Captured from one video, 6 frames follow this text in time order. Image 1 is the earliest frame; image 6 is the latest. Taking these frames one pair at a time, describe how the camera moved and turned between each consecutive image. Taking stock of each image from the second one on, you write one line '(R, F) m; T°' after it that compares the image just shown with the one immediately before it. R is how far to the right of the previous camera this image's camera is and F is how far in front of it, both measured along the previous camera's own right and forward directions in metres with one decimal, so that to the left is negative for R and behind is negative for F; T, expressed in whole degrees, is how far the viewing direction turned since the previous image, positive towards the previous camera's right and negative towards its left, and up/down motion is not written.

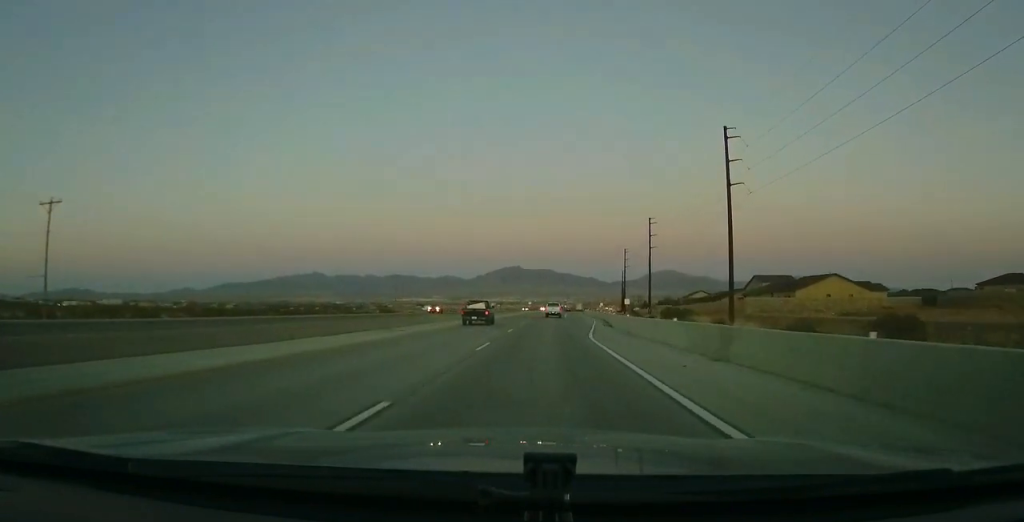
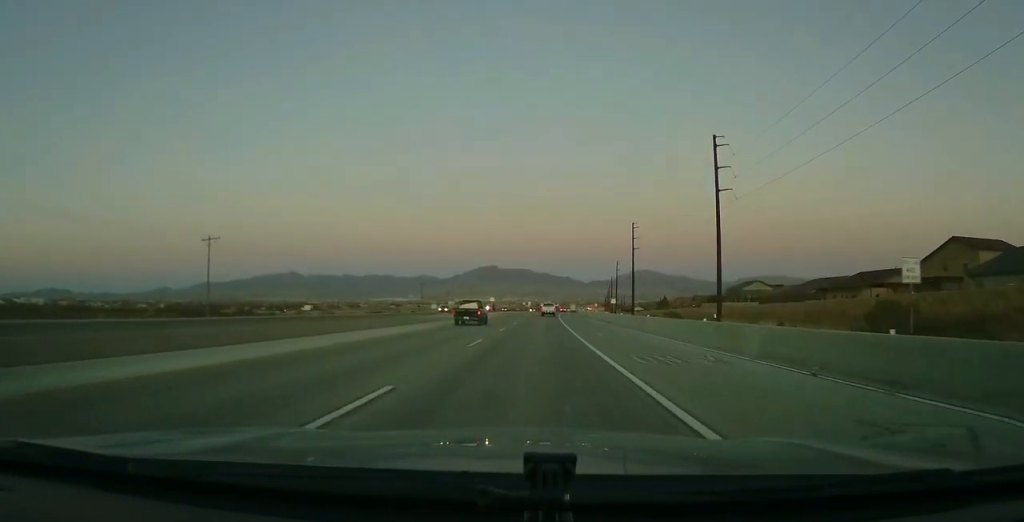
(+0.9, +71.1) m; +2°
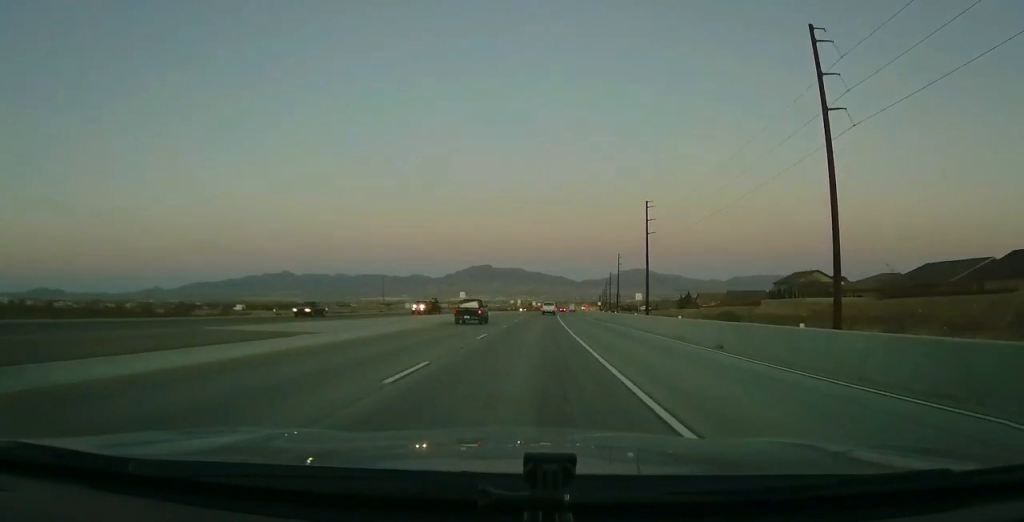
(+0.2, +32.4) m; +1°
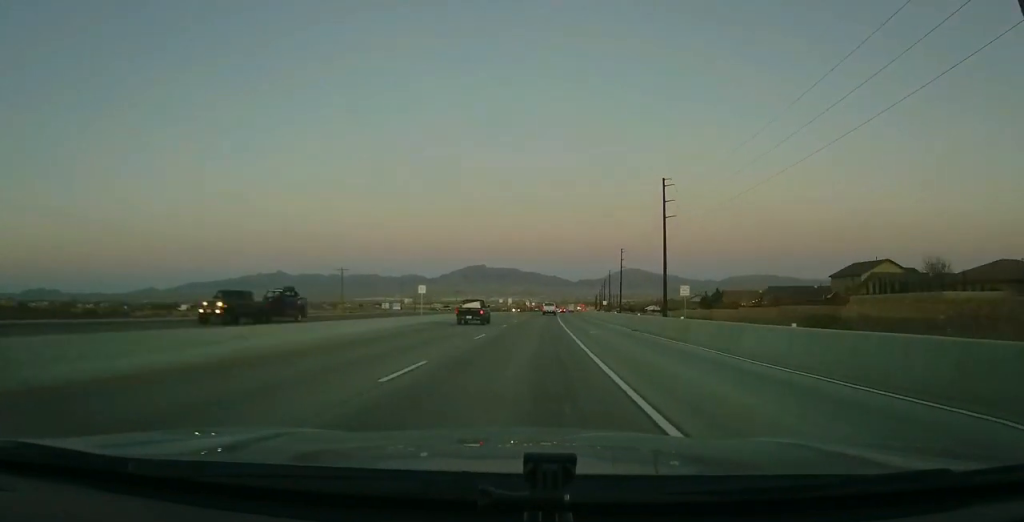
(+0.5, +23.8) m; 0°
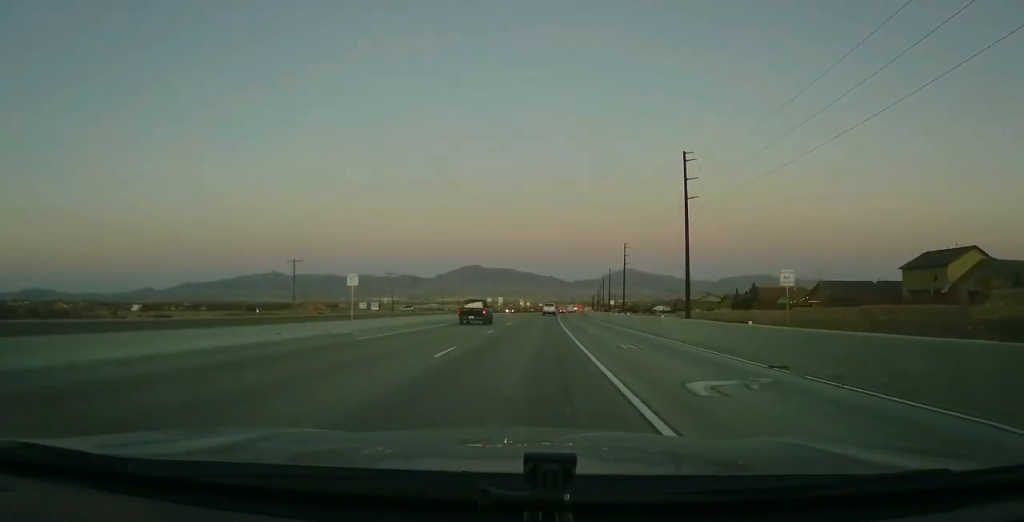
(-0.4, +19.6) m; -1°
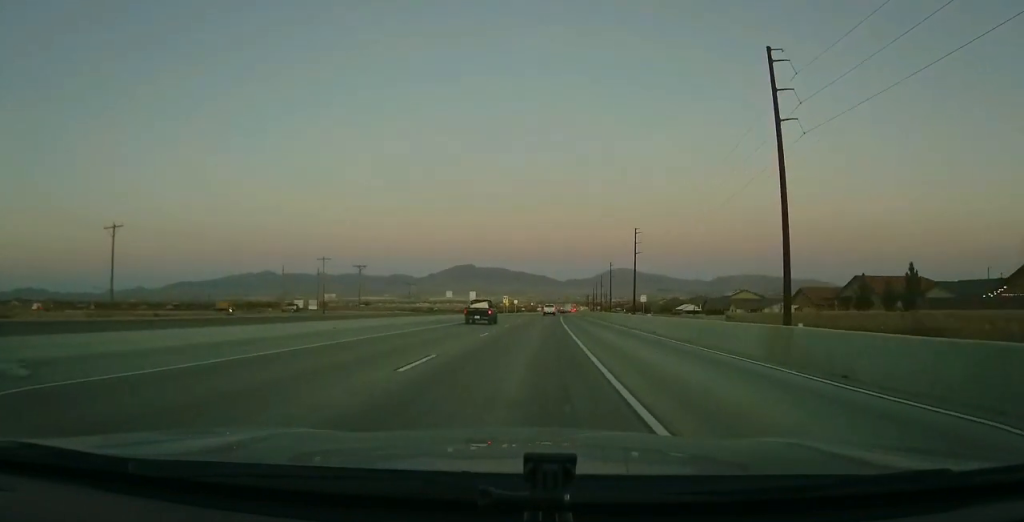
(+0.1, +39.6) m; +1°
